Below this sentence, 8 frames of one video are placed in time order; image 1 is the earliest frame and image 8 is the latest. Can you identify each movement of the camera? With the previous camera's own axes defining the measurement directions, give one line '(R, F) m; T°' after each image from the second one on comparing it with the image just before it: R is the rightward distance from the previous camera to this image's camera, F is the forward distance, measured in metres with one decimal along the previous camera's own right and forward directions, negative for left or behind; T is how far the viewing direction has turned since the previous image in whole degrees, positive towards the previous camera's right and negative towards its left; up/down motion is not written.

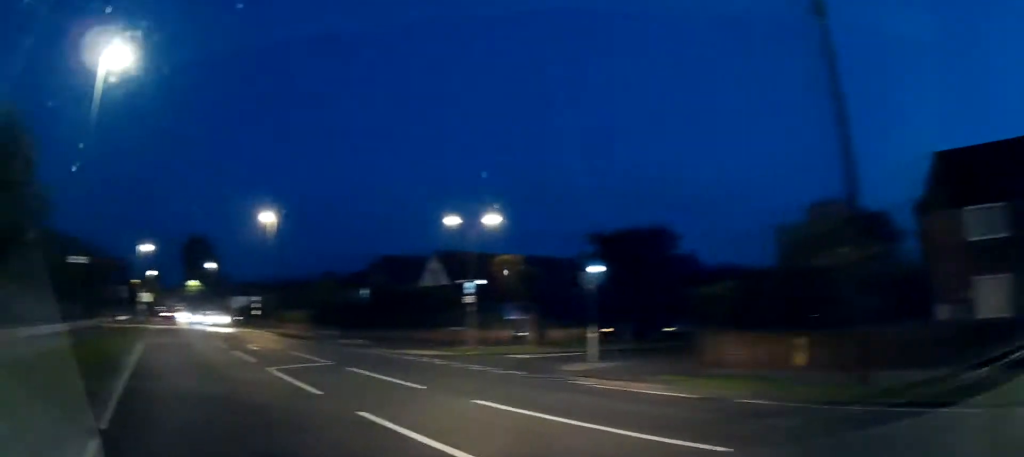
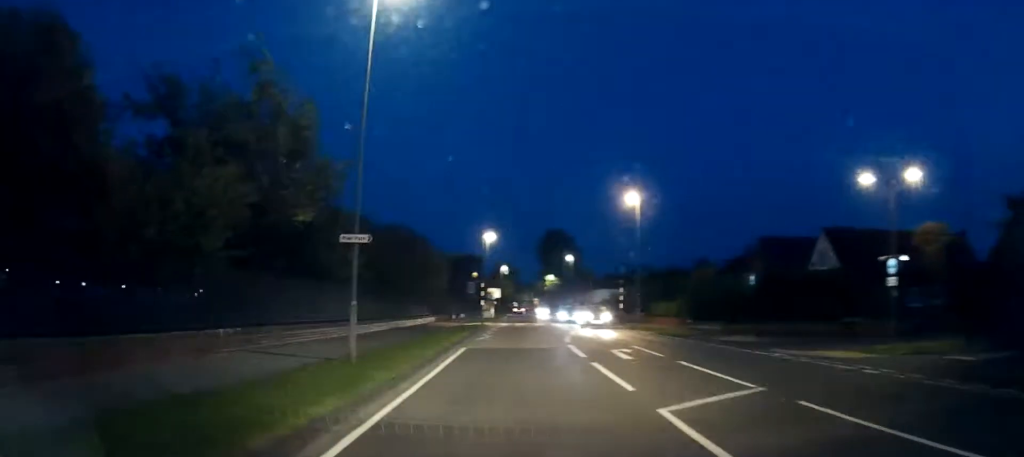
(-1.1, +4.2) m; -27°
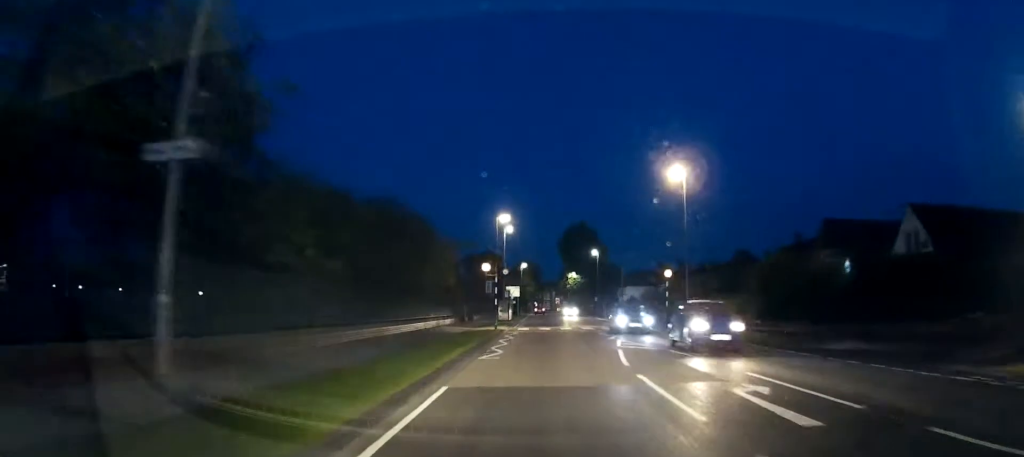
(-0.9, +6.2) m; -11°
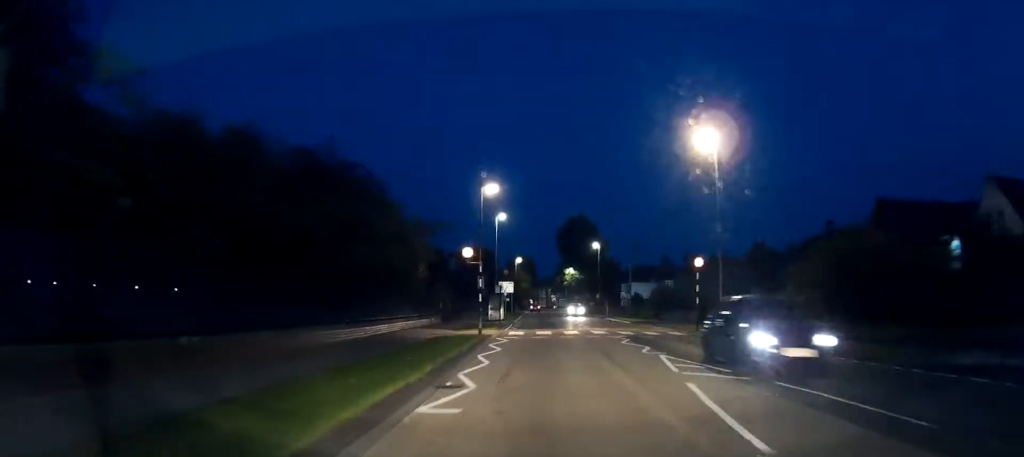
(-0.1, +6.9) m; -2°
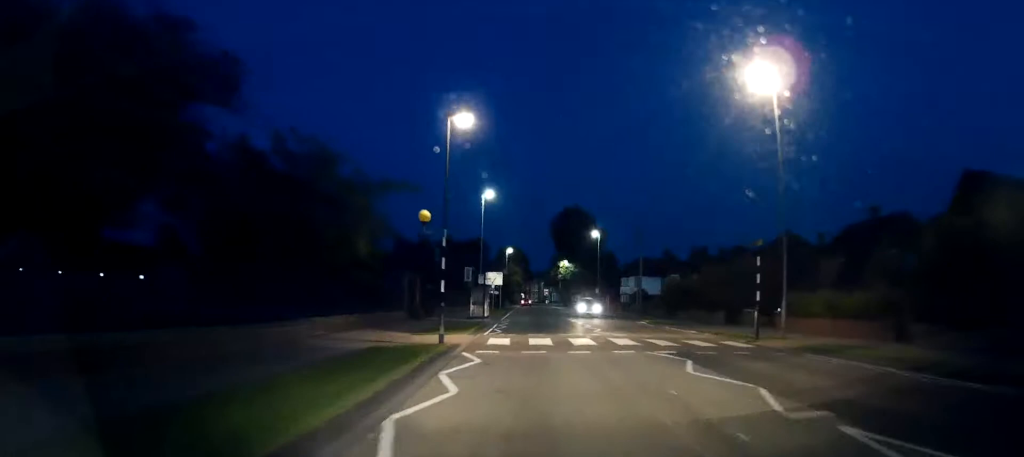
(-0.2, +9.2) m; -1°
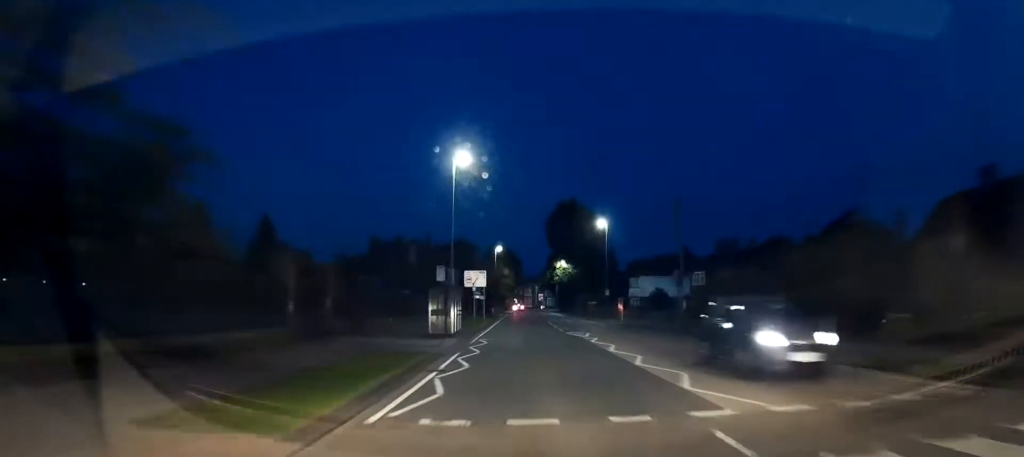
(+0.1, +16.1) m; +1°
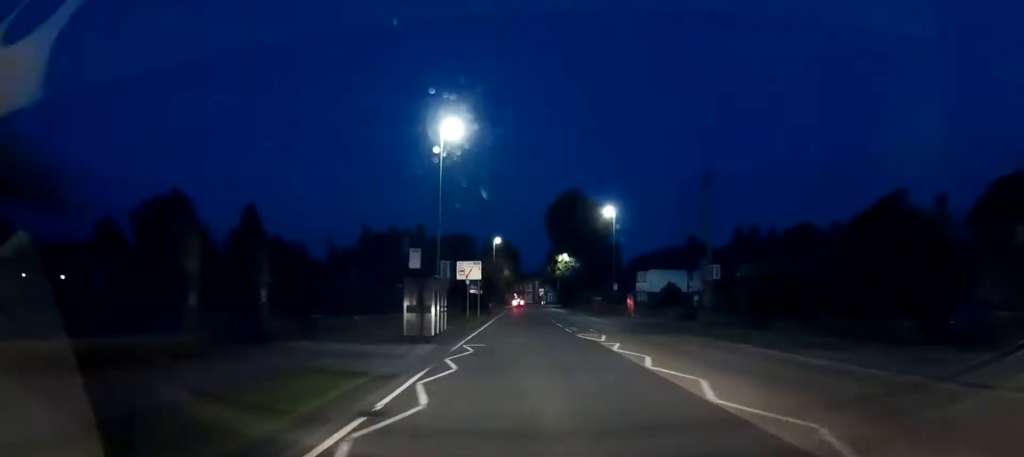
(0.0, +5.7) m; 0°
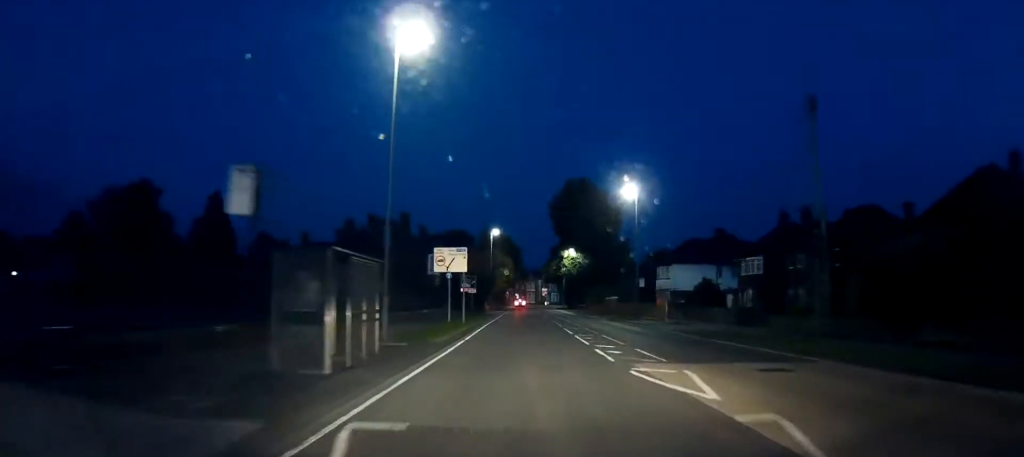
(0.0, +12.1) m; 0°
